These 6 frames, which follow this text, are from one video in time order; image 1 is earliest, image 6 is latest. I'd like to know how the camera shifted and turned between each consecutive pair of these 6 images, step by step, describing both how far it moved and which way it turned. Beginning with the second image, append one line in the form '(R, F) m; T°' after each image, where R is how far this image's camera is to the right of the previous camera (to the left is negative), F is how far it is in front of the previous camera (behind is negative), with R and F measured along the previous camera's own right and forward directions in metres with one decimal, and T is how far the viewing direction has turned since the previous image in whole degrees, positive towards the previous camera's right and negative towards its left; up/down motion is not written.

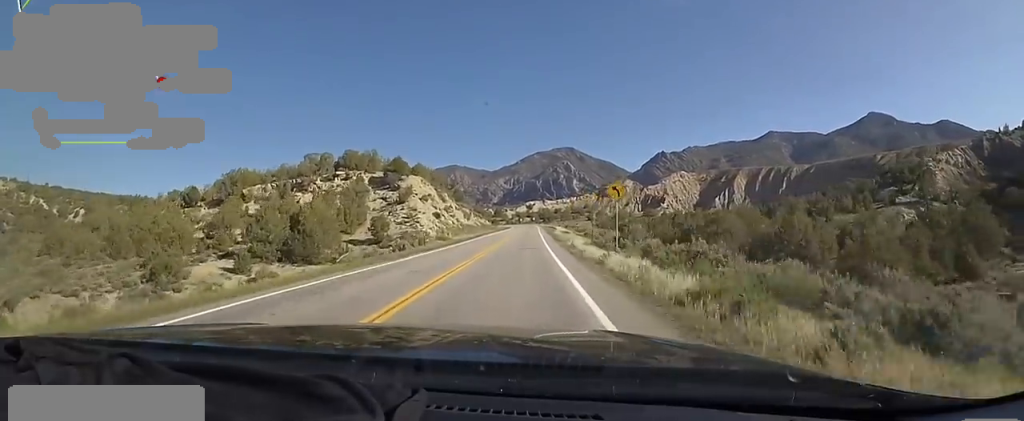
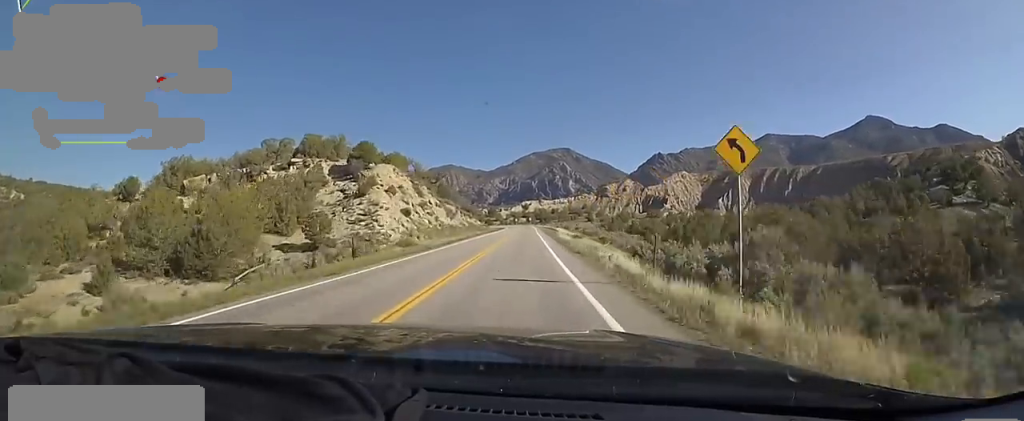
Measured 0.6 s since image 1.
(+0.8, +15.4) m; +3°
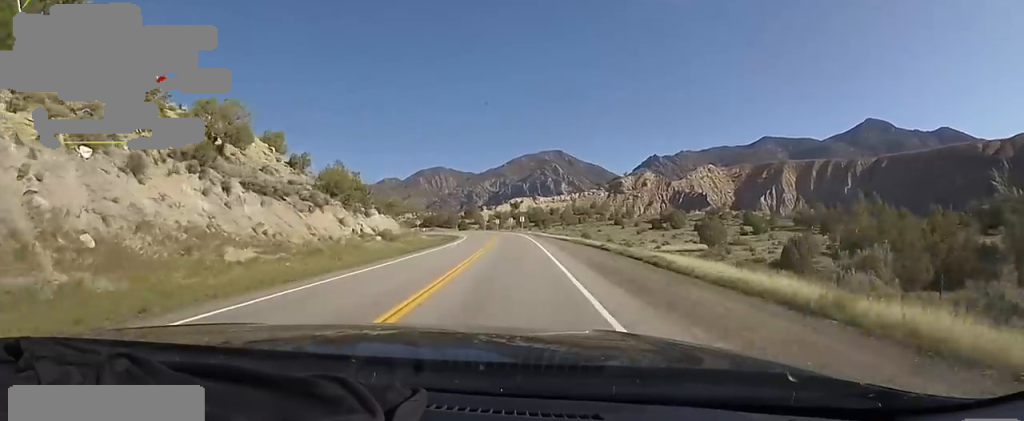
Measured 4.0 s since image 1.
(-0.2, +80.8) m; -1°
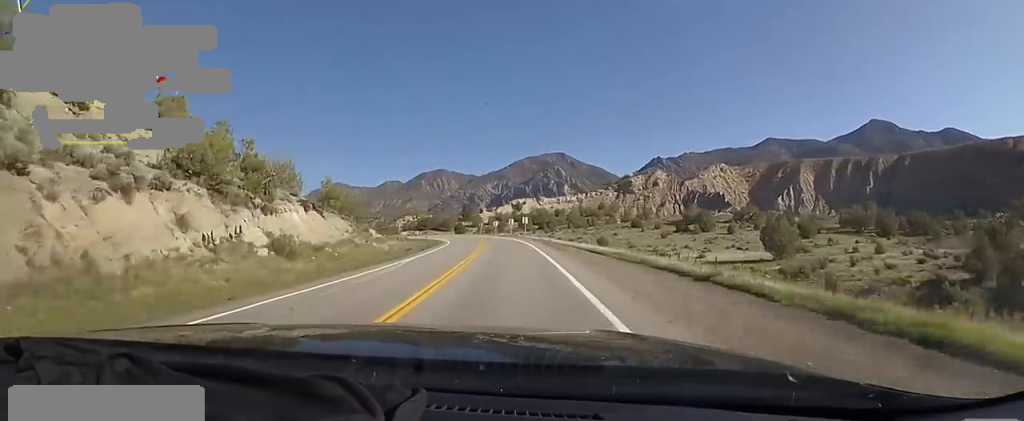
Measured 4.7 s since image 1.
(+0.3, +18.1) m; +1°
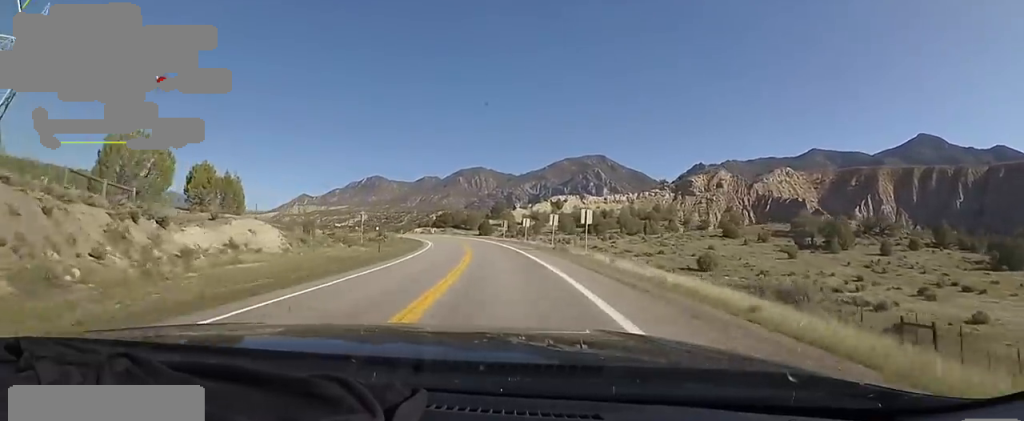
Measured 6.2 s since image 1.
(-0.2, +36.1) m; -3°
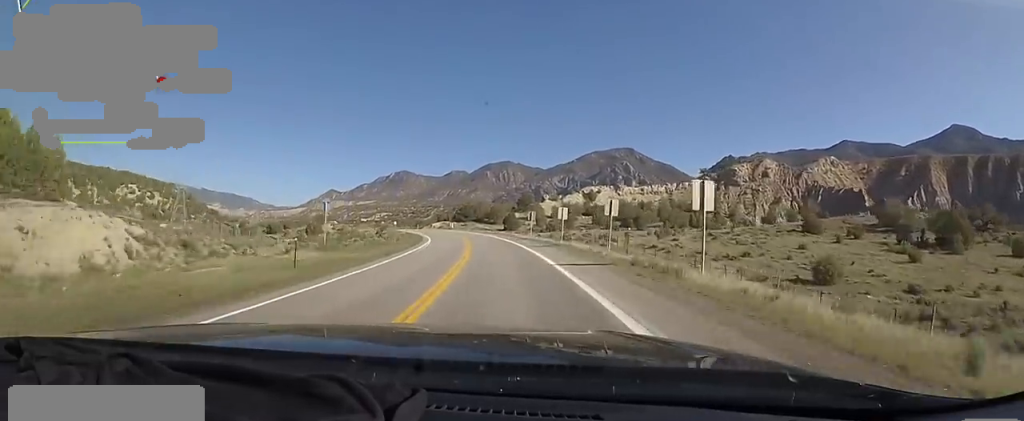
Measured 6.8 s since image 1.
(+0.3, +16.3) m; -4°
